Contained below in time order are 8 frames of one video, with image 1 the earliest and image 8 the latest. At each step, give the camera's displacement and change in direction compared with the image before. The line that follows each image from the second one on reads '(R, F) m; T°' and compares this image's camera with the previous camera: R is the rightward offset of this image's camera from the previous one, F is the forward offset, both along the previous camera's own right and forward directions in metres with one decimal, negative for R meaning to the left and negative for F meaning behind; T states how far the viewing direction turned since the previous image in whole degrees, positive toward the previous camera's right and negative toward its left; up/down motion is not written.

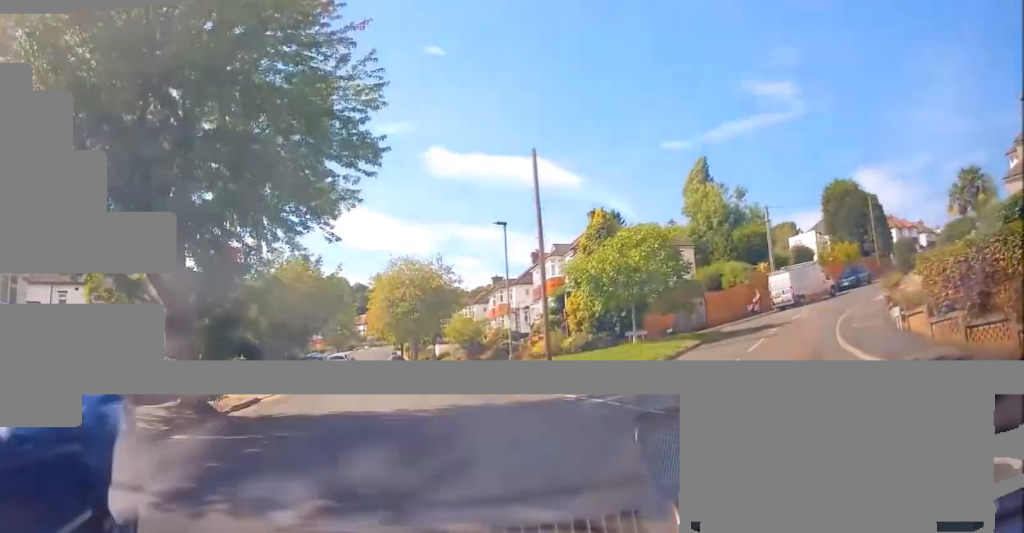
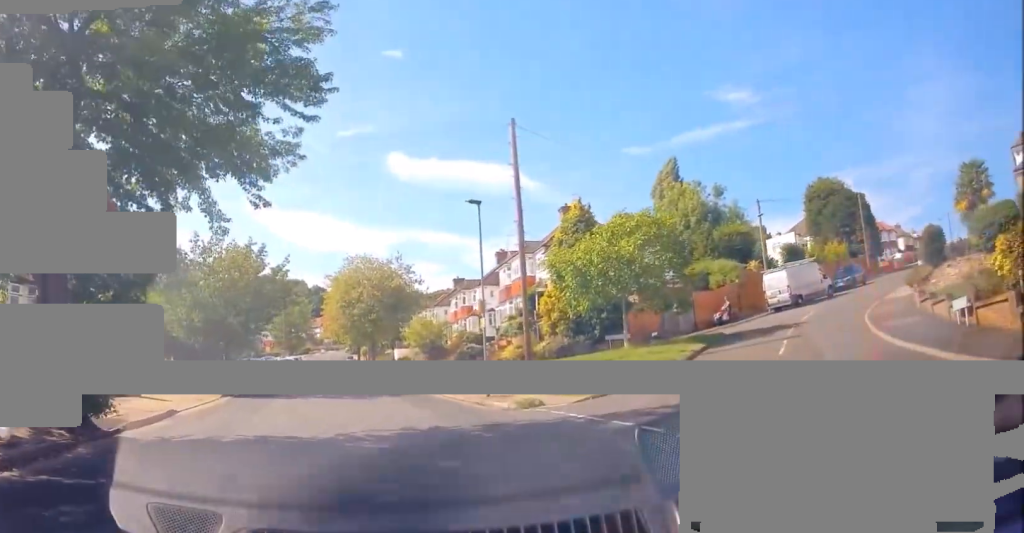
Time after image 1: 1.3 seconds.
(-0.2, +3.5) m; -2°
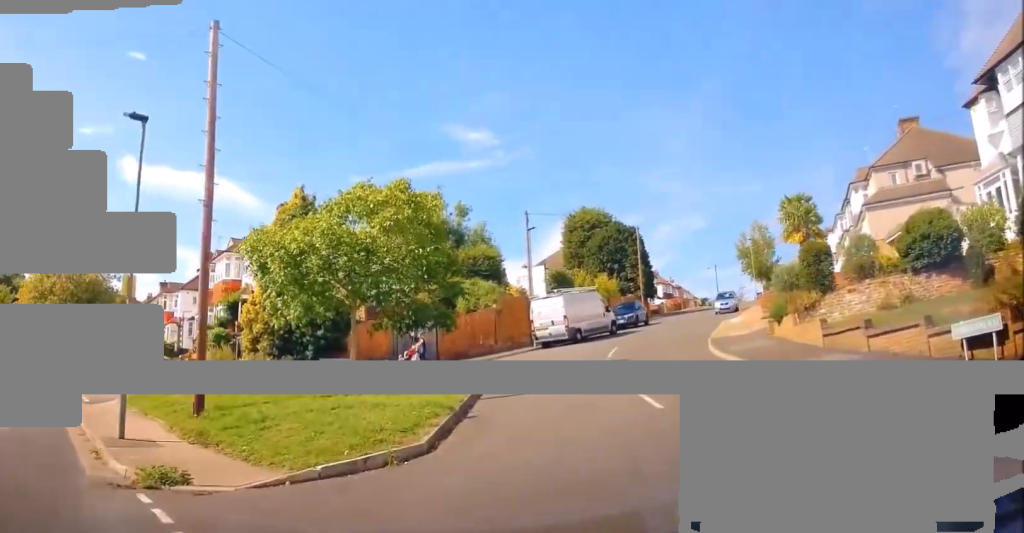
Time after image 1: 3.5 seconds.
(+1.9, +4.9) m; +31°
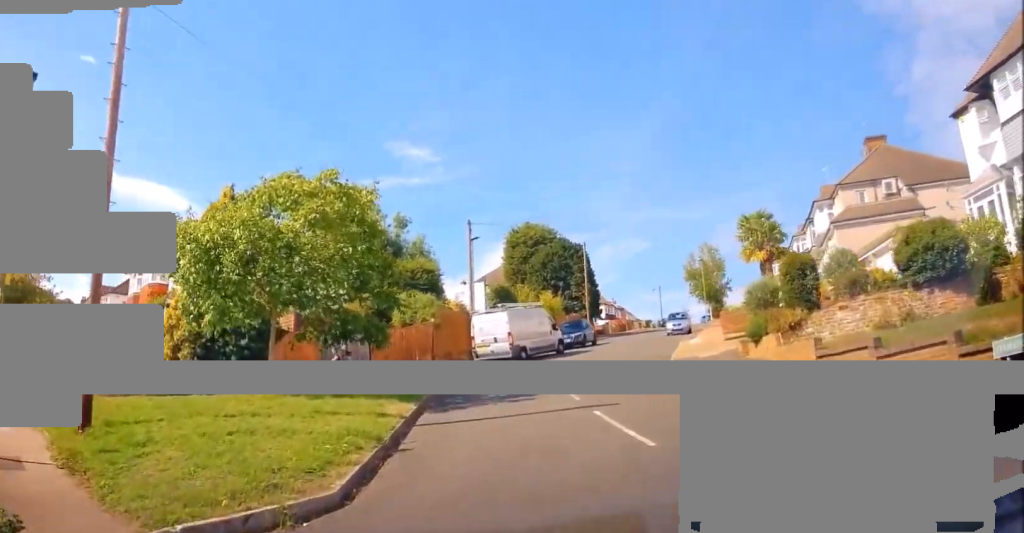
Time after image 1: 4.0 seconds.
(-0.1, +2.0) m; +2°
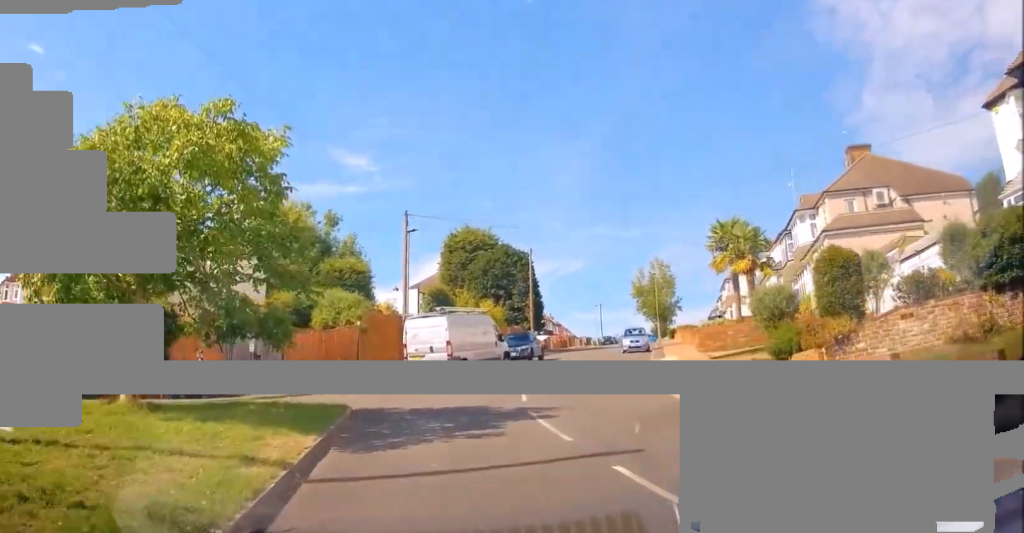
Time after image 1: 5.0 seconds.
(+0.1, +4.1) m; +4°
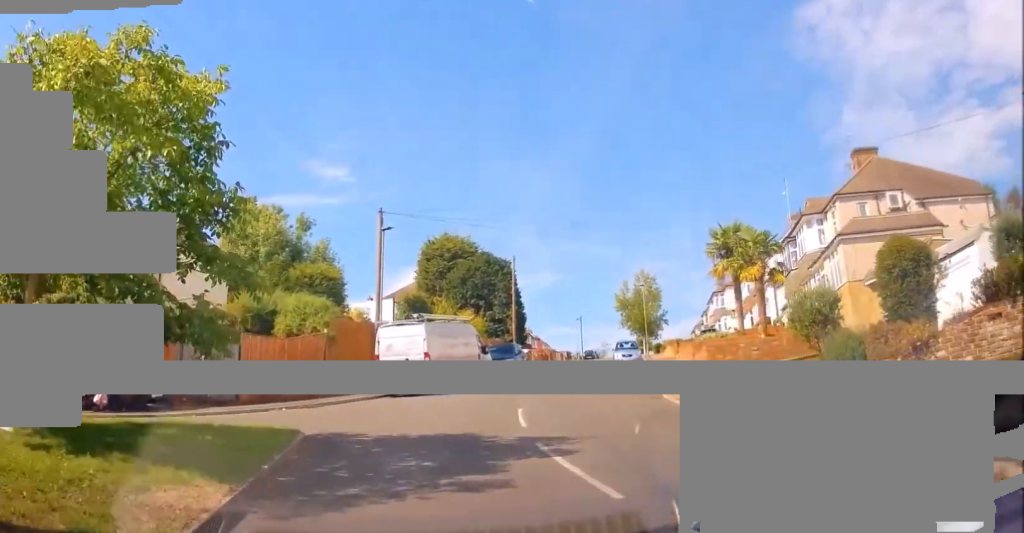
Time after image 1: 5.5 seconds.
(+0.2, +2.9) m; +2°
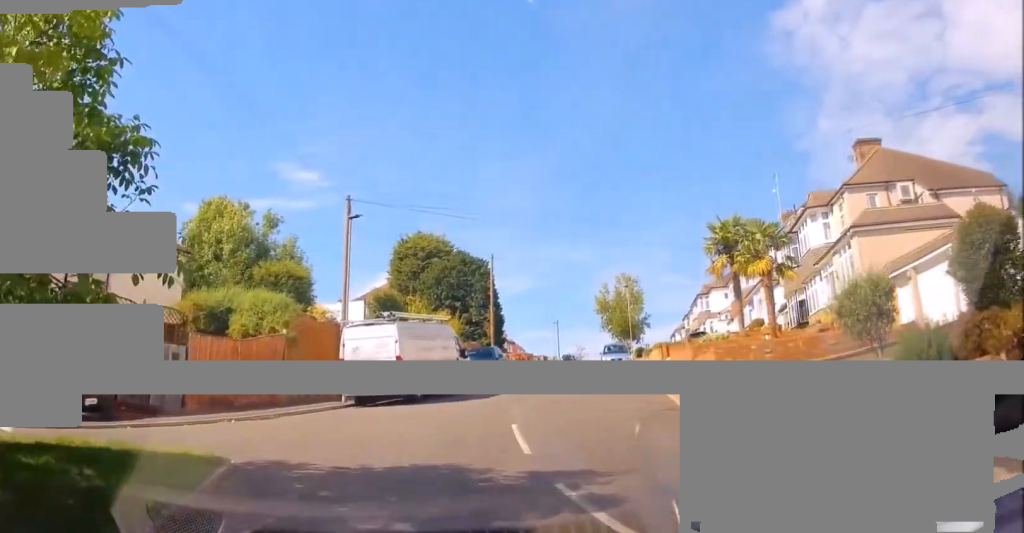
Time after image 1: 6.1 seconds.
(0.0, +2.8) m; 0°
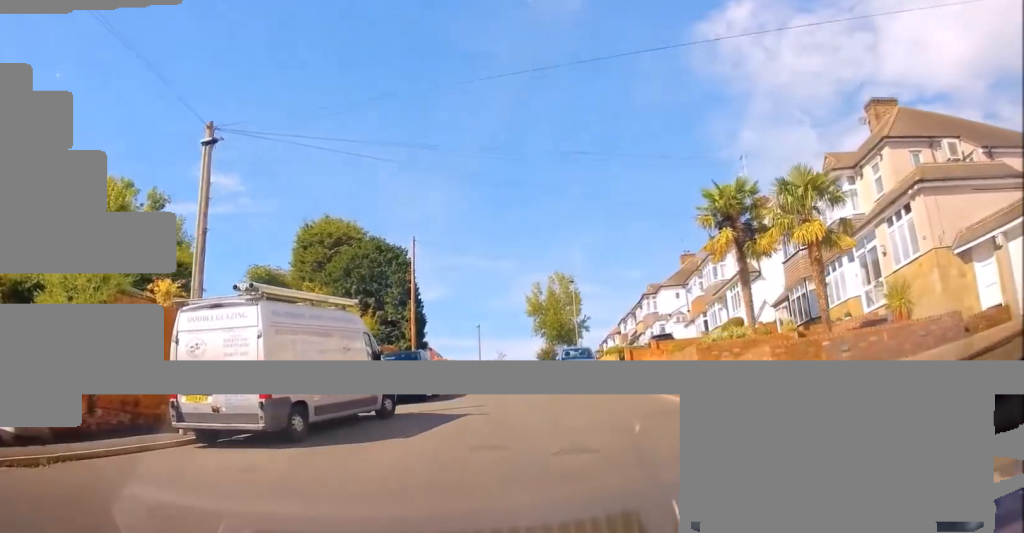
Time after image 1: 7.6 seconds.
(+0.1, +7.8) m; +7°
